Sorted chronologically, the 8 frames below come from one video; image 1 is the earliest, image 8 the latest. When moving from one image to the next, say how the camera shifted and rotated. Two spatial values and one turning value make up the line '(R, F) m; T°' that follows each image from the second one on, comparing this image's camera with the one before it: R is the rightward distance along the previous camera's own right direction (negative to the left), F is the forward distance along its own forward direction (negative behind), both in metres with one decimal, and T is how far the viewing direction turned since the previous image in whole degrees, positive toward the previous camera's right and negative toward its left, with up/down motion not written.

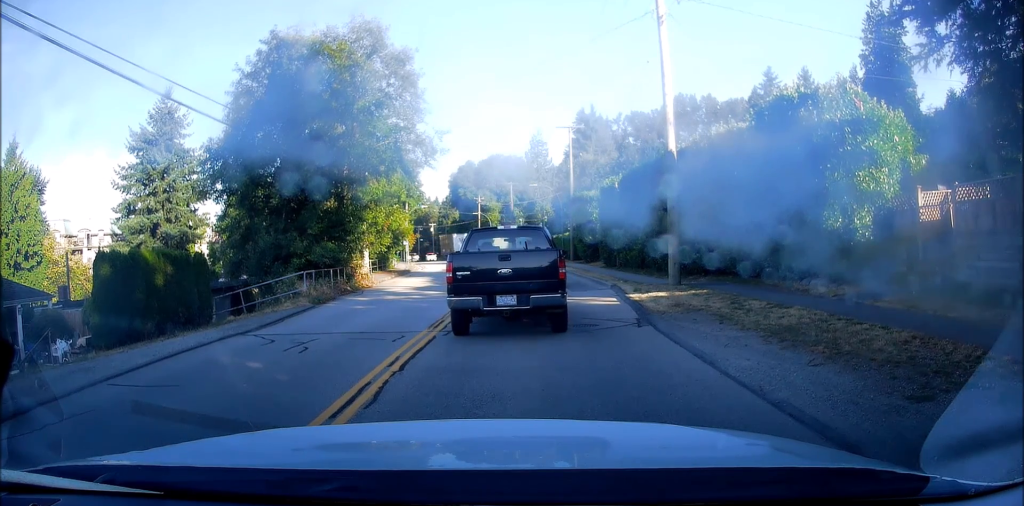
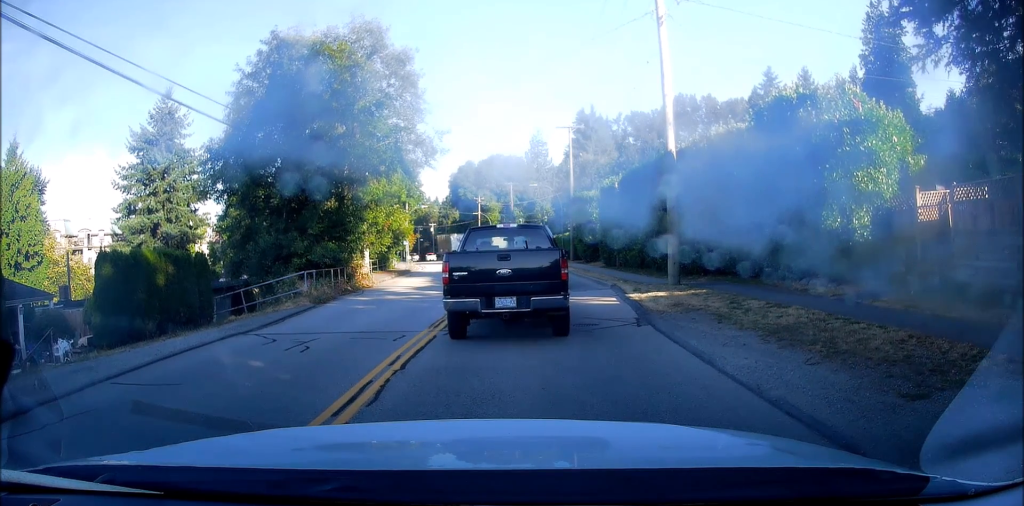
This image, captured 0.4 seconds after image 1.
(0.0, 0.0) m; 0°
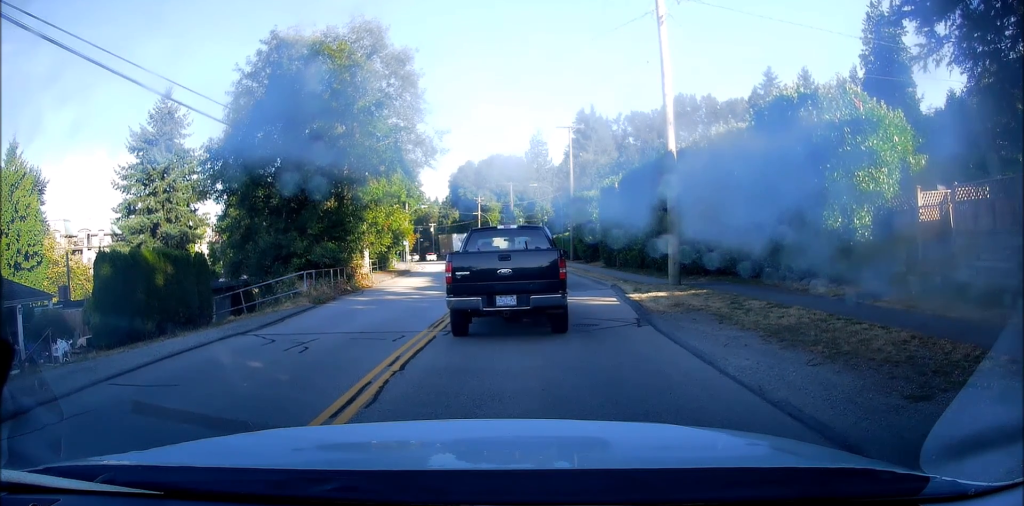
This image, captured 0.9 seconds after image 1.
(0.0, +0.1) m; 0°
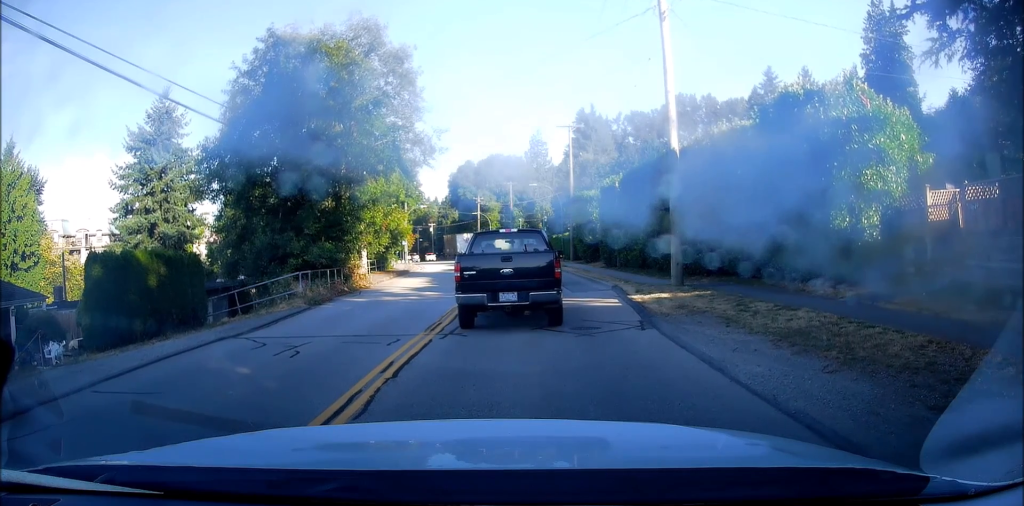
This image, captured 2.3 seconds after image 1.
(-0.1, +0.2) m; 0°
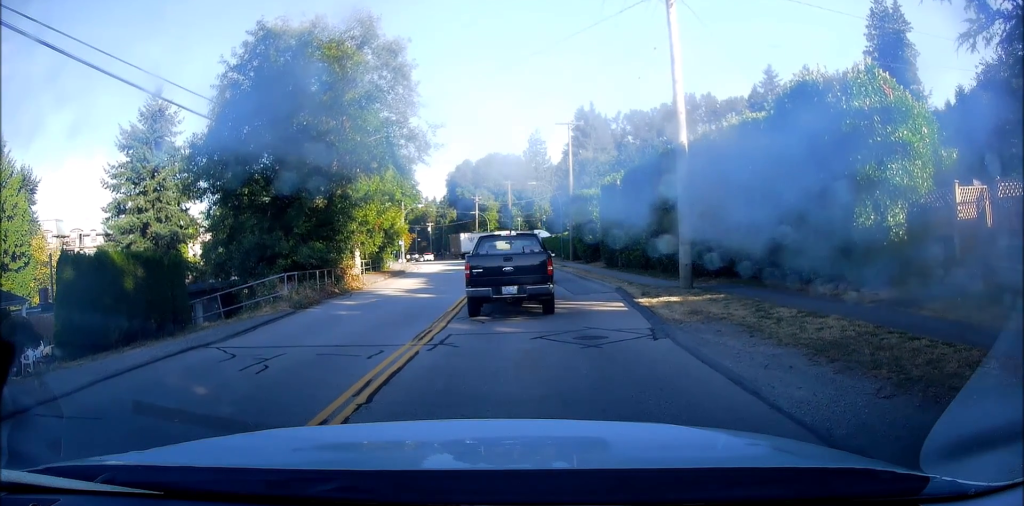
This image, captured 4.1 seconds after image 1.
(-0.3, +0.7) m; 0°
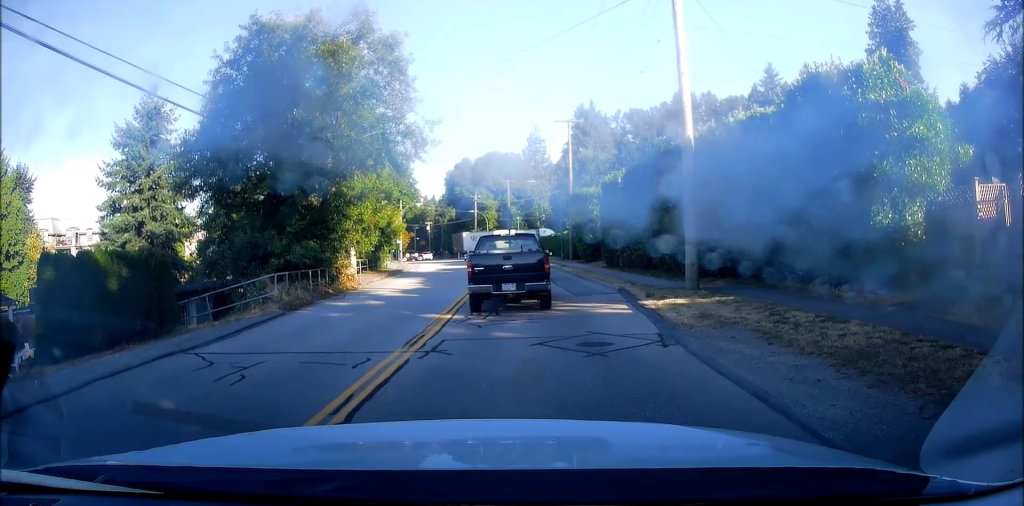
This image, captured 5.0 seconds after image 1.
(+0.2, +0.4) m; 0°
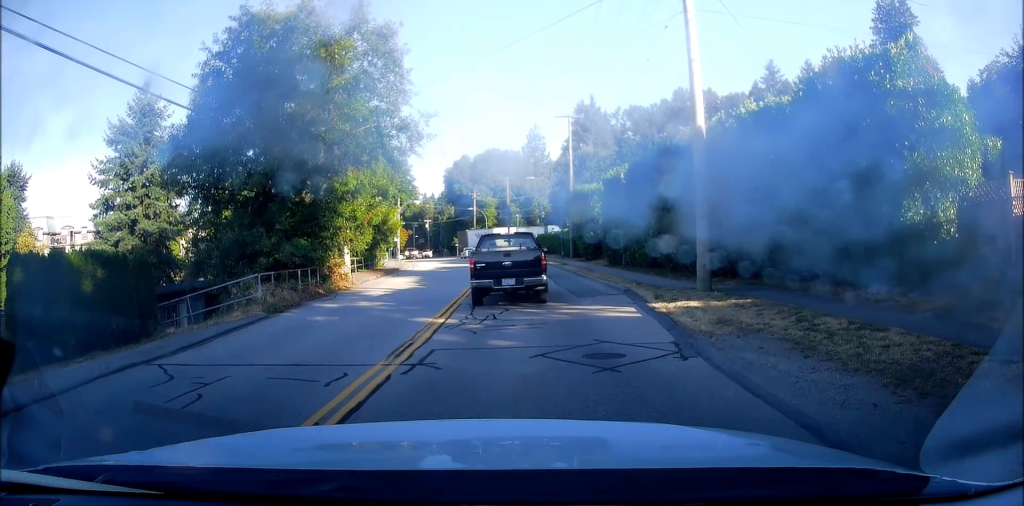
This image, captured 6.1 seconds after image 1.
(-0.2, +0.8) m; 0°
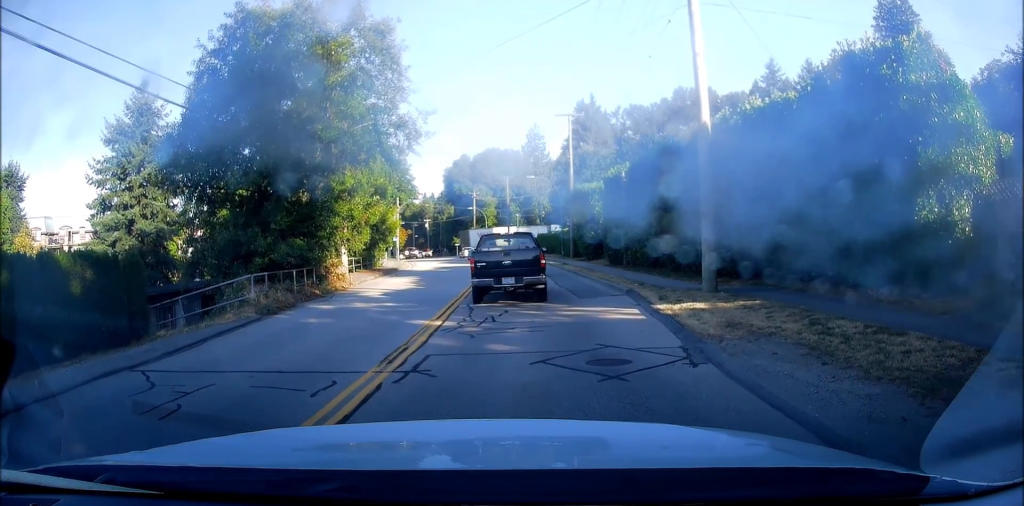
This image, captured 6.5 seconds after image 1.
(-0.2, +0.4) m; 0°
